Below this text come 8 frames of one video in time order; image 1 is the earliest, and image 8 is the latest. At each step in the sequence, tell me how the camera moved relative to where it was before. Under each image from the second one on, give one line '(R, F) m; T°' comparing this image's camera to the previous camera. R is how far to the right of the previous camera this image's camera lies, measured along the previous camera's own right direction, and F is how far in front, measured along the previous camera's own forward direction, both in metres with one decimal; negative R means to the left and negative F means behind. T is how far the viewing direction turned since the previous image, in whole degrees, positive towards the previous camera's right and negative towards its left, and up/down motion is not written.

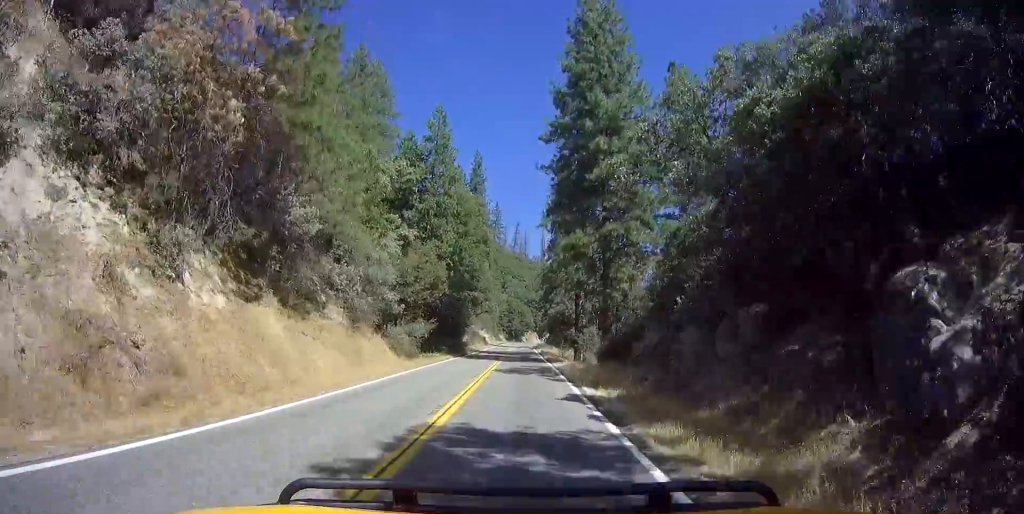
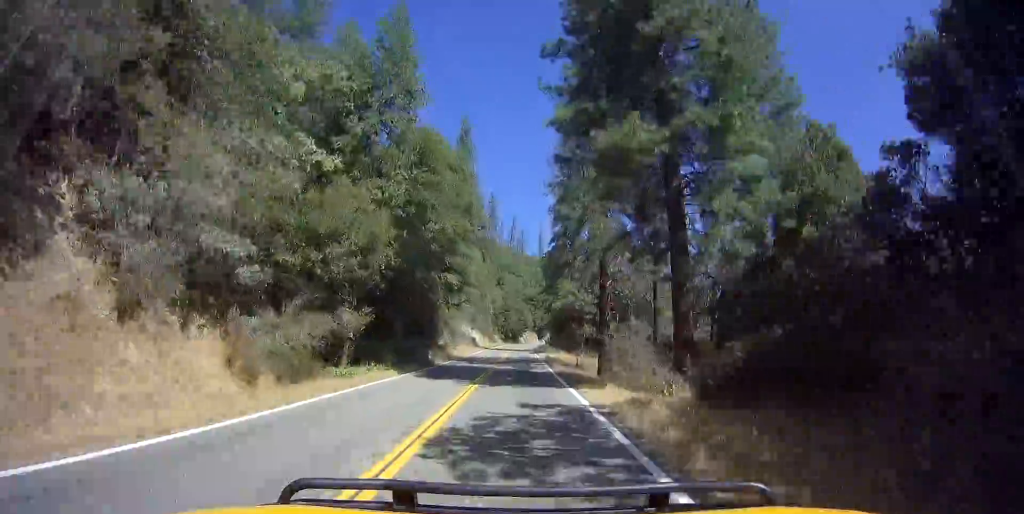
(+0.2, +17.7) m; -1°
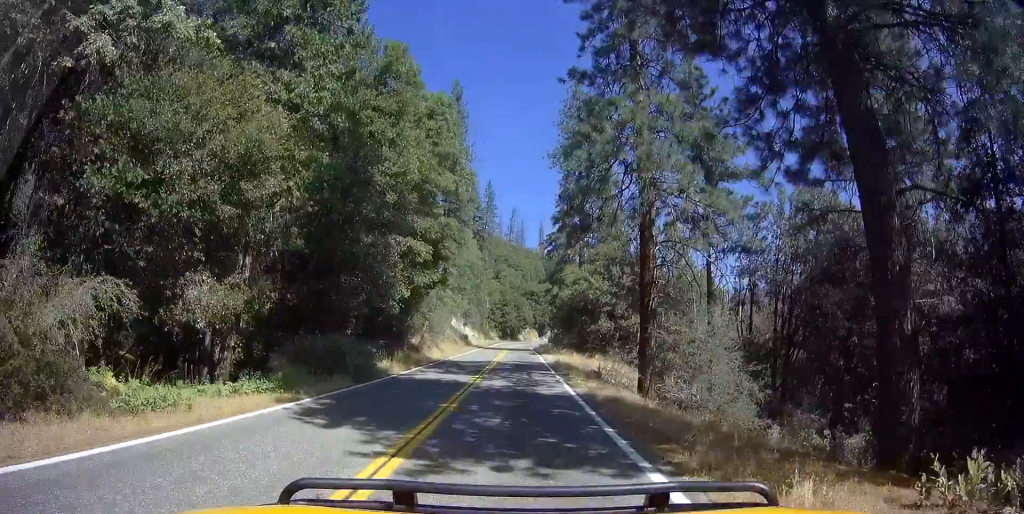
(+0.7, +12.0) m; -2°
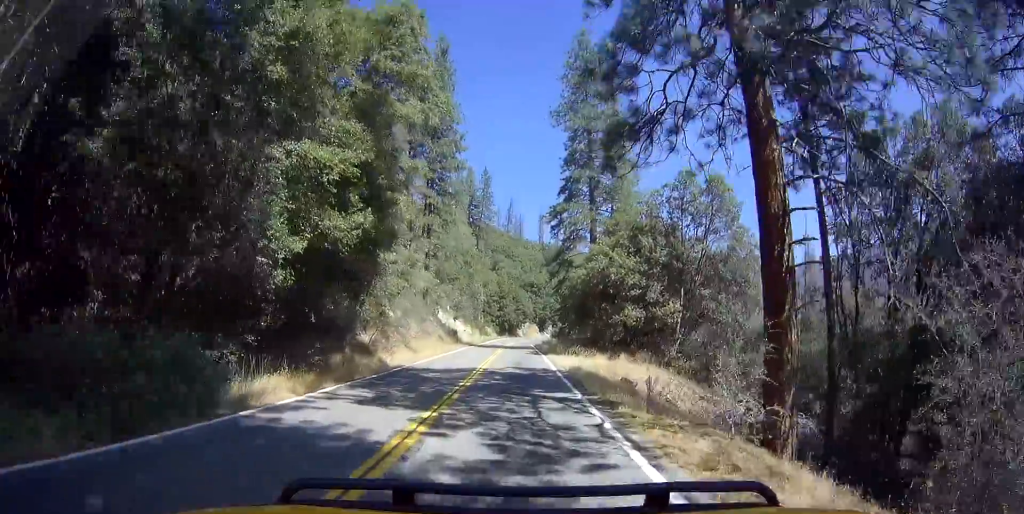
(-1.0, +11.7) m; 0°
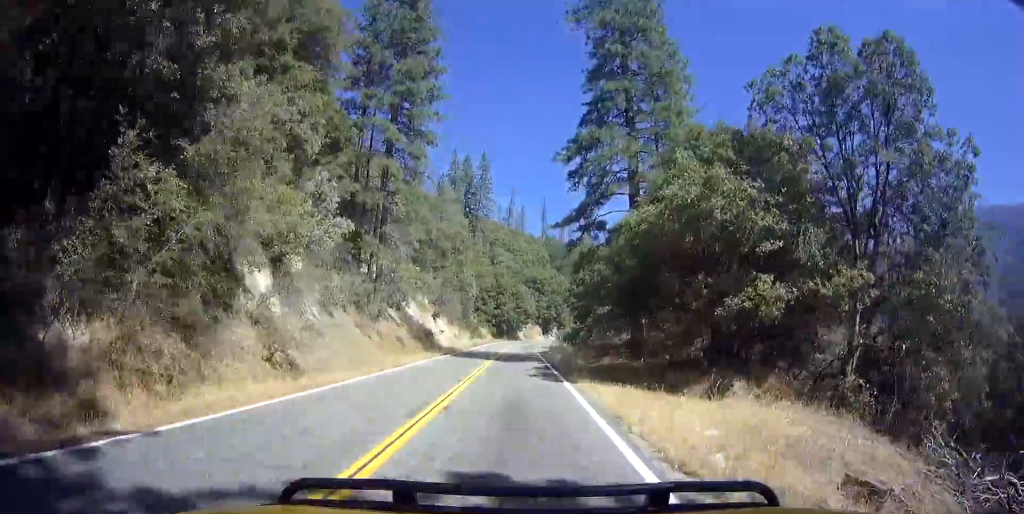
(0.0, +18.6) m; +2°
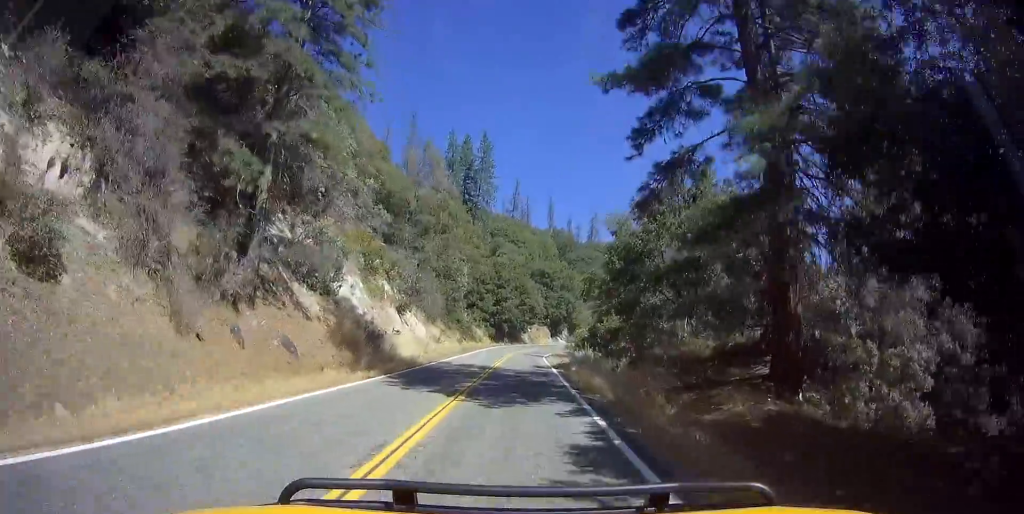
(+1.0, +17.9) m; +1°
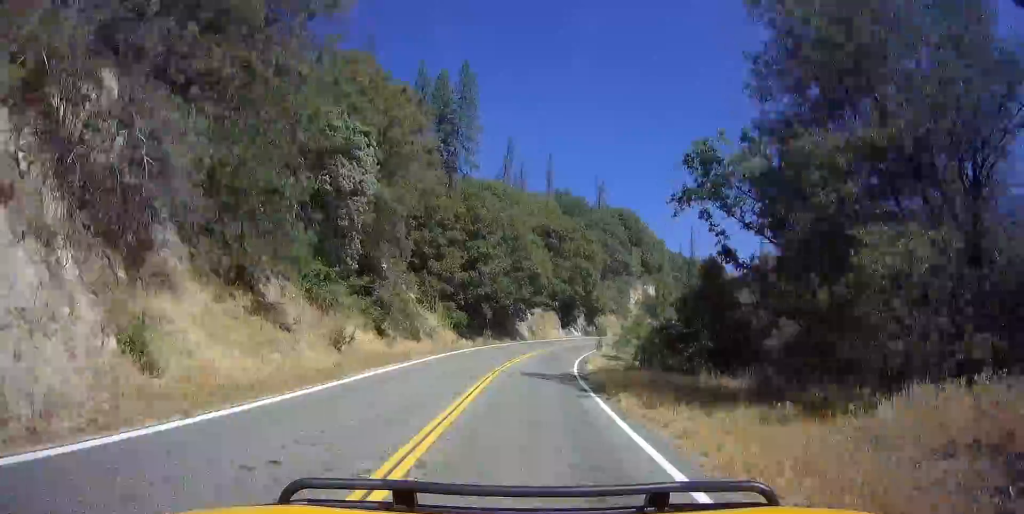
(-0.3, +36.6) m; +8°
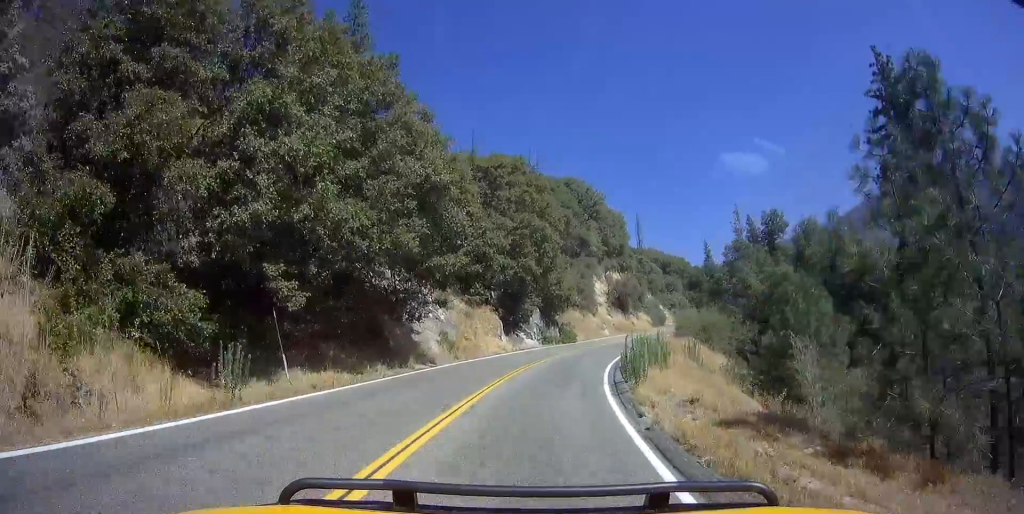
(+4.8, +30.9) m; +25°
